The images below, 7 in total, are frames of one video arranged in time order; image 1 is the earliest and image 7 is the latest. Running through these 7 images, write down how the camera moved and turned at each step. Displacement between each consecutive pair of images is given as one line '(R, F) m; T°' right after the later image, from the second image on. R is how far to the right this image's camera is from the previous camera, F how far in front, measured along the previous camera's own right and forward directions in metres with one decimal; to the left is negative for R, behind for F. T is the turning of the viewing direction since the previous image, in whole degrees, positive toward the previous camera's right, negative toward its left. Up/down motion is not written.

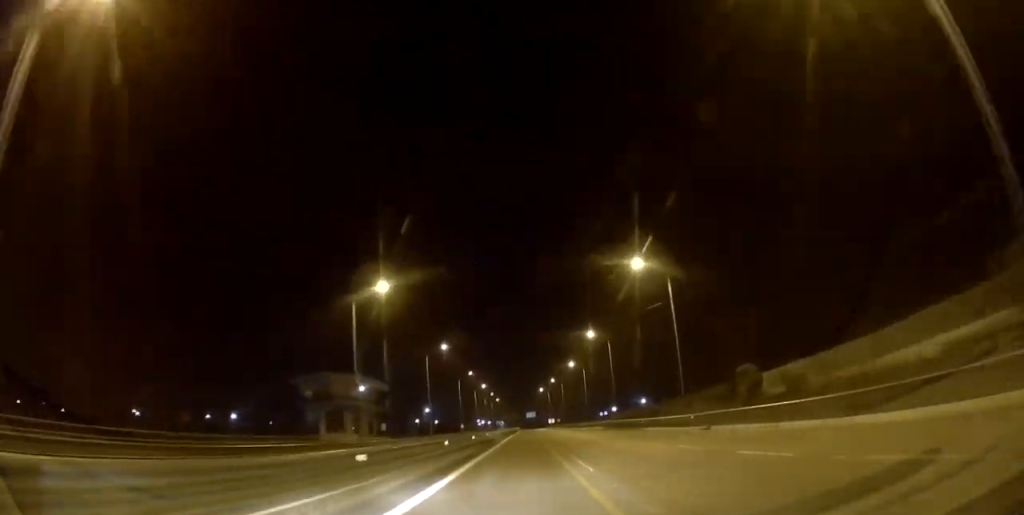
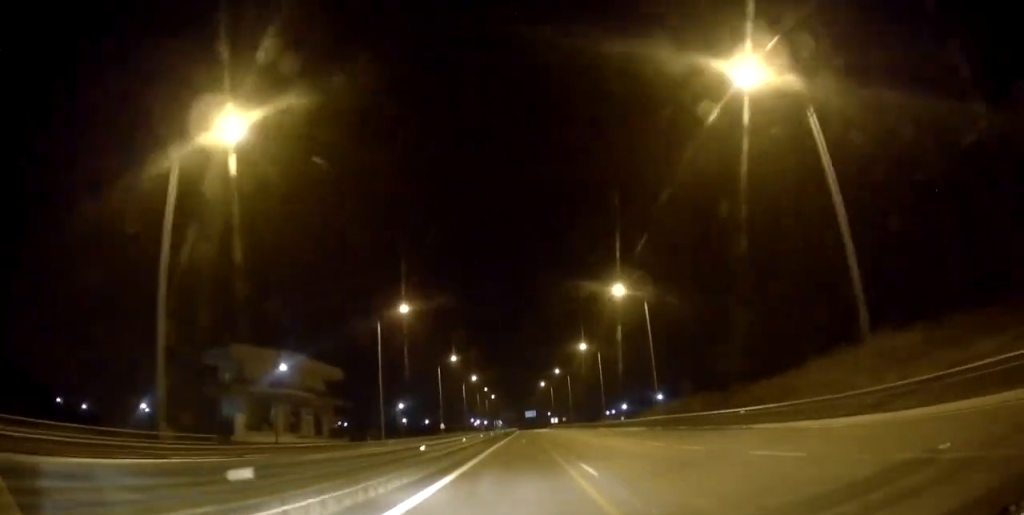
(+0.3, +25.2) m; 0°
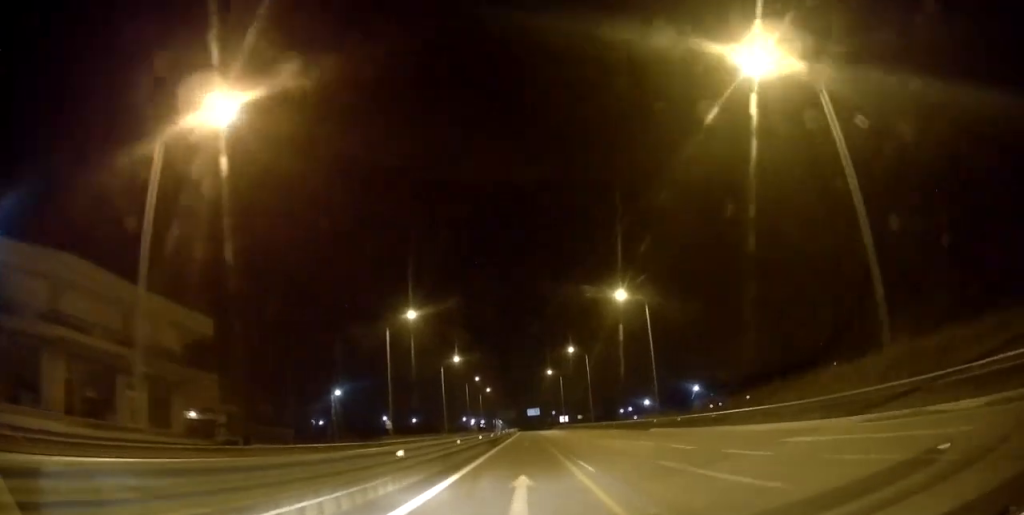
(-0.3, +34.5) m; -1°
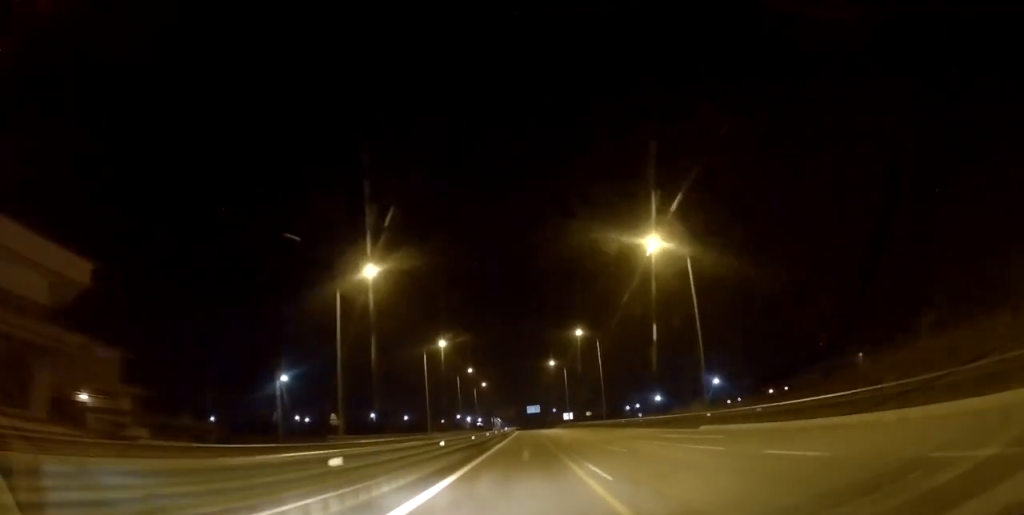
(0.0, +14.8) m; 0°
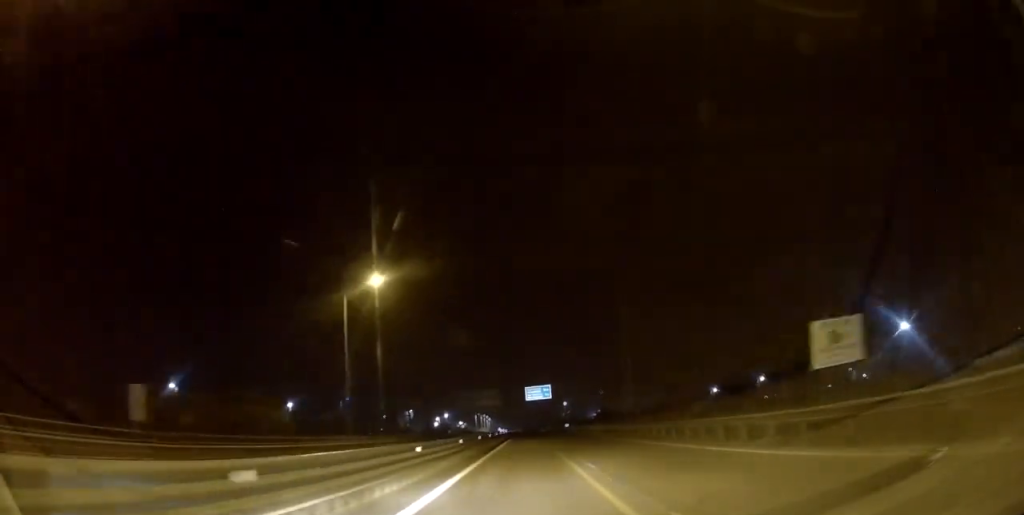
(+0.7, +105.5) m; 0°
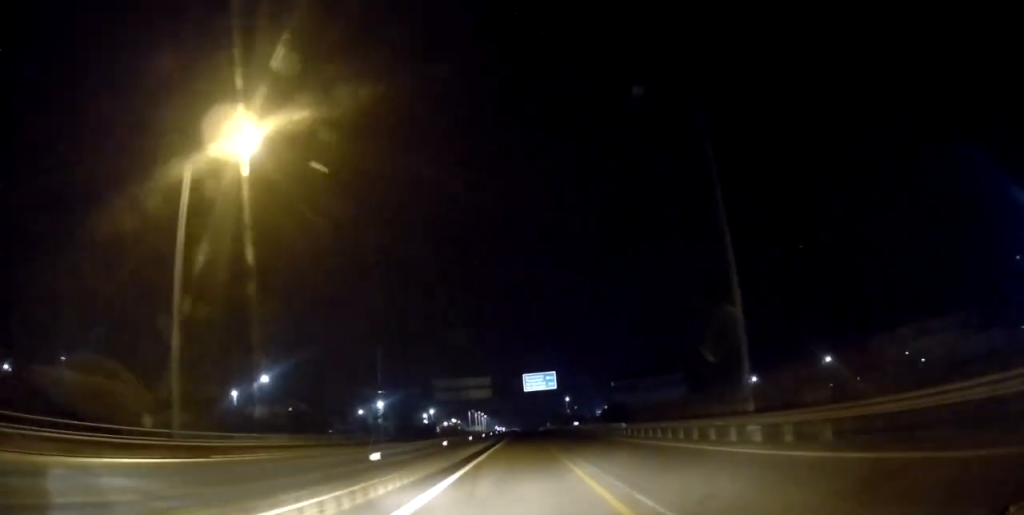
(0.0, +21.9) m; 0°
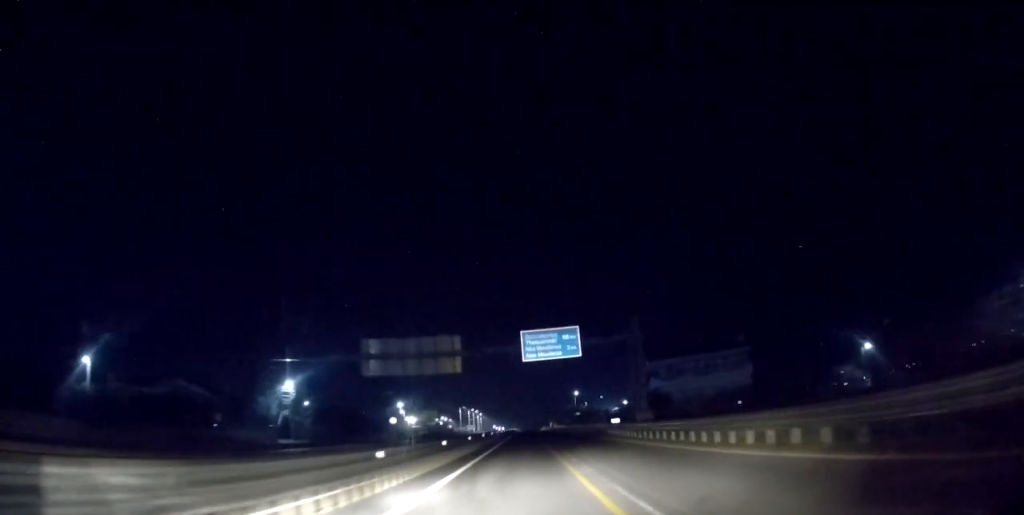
(0.0, +35.2) m; 0°
